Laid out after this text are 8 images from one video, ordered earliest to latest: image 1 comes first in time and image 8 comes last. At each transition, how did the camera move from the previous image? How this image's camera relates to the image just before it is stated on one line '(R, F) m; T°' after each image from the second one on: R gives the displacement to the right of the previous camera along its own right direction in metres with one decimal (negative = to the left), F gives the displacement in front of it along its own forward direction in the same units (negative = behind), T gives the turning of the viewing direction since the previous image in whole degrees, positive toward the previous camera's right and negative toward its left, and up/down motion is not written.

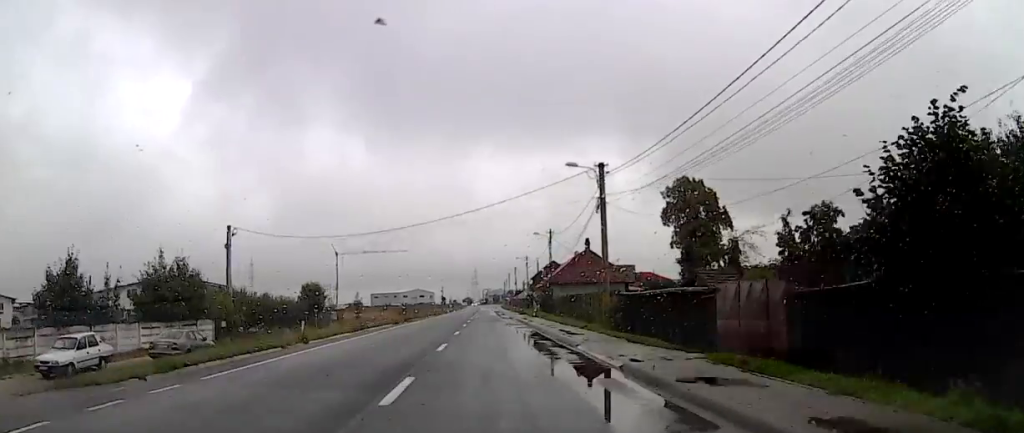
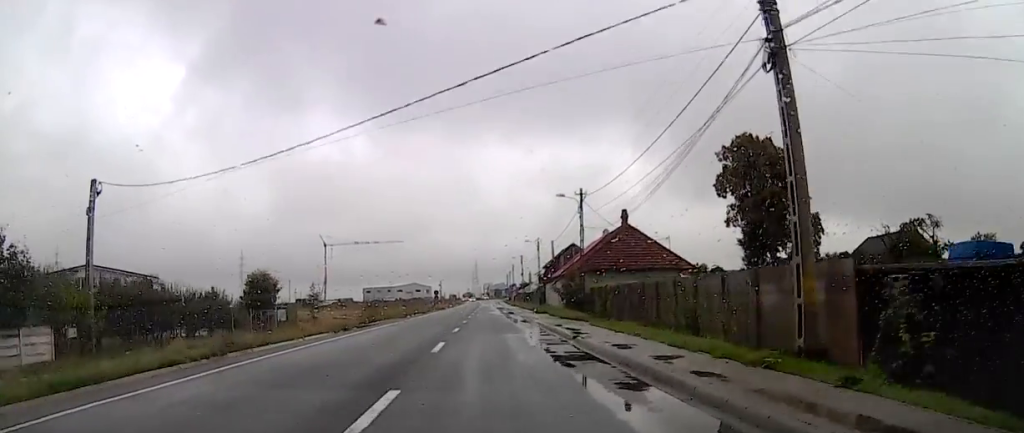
(+0.5, +19.9) m; -1°
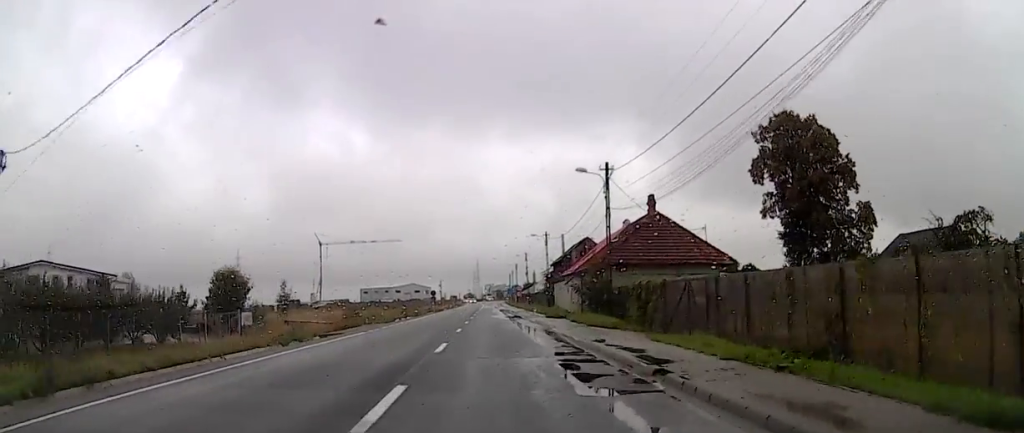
(-0.2, +8.7) m; +1°
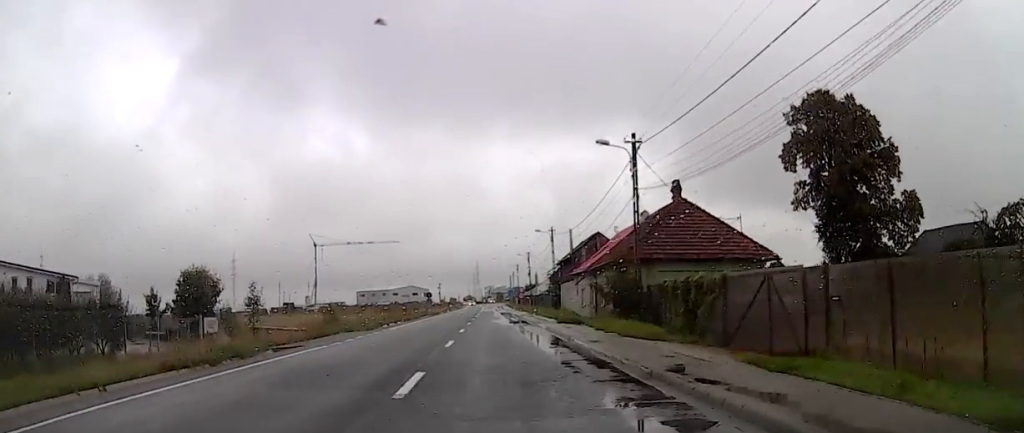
(-0.5, +6.5) m; +1°
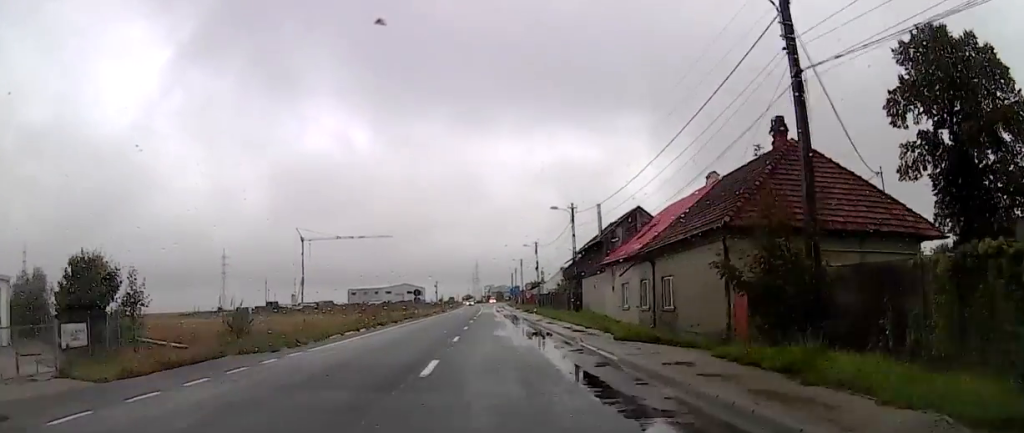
(+1.0, +15.2) m; +1°
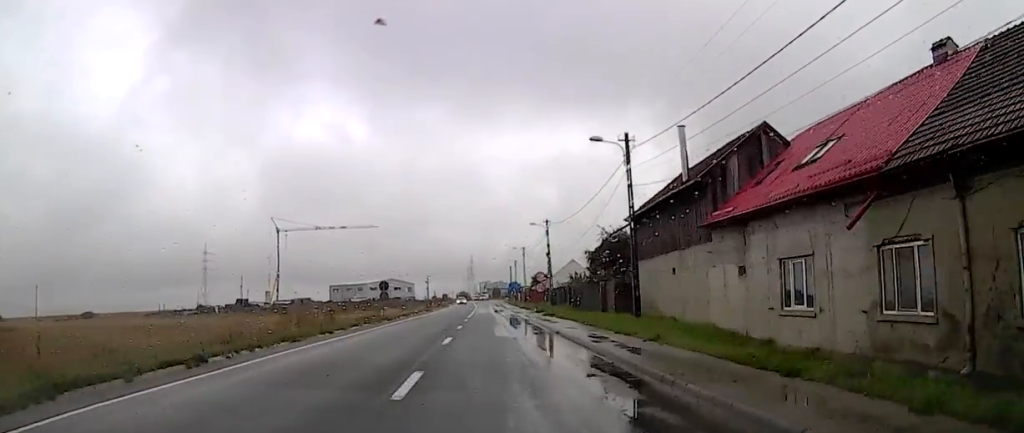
(-1.2, +20.7) m; -4°
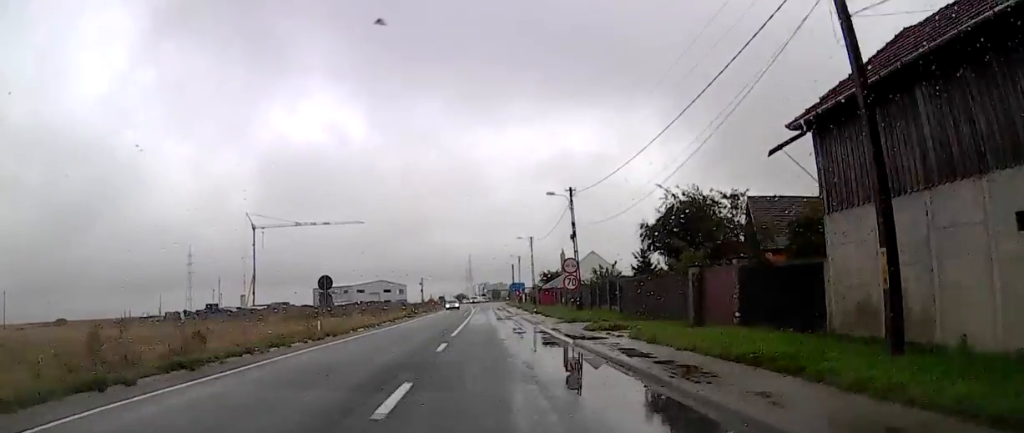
(+0.4, +19.4) m; 0°
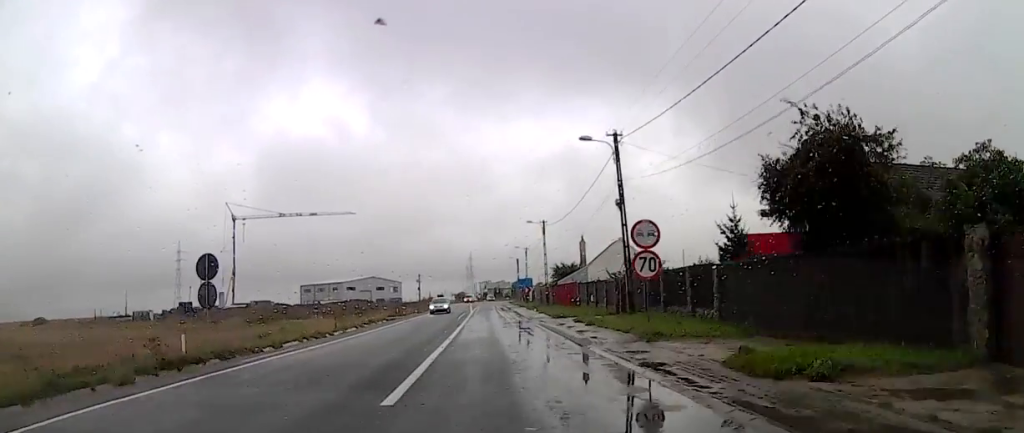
(-0.6, +14.8) m; +4°
